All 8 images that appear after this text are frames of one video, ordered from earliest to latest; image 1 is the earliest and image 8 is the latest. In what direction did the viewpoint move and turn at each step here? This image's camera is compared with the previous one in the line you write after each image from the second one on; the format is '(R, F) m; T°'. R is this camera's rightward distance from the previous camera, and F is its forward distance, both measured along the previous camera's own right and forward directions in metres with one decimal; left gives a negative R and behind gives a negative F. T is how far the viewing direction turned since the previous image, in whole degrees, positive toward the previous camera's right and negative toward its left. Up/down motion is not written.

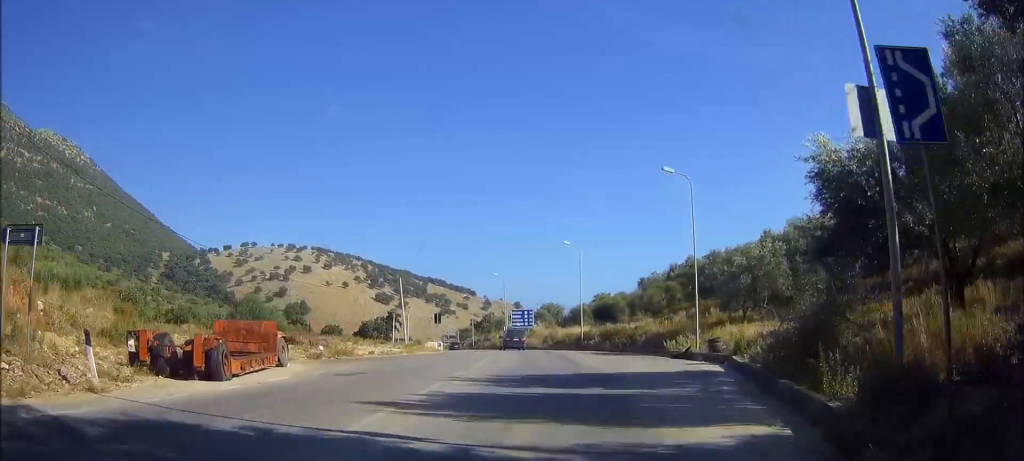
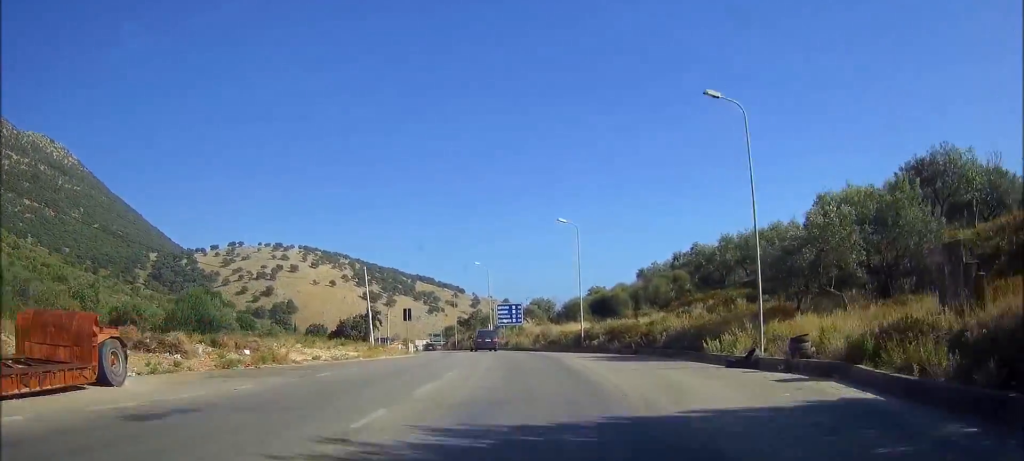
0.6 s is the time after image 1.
(+0.1, +10.1) m; 0°
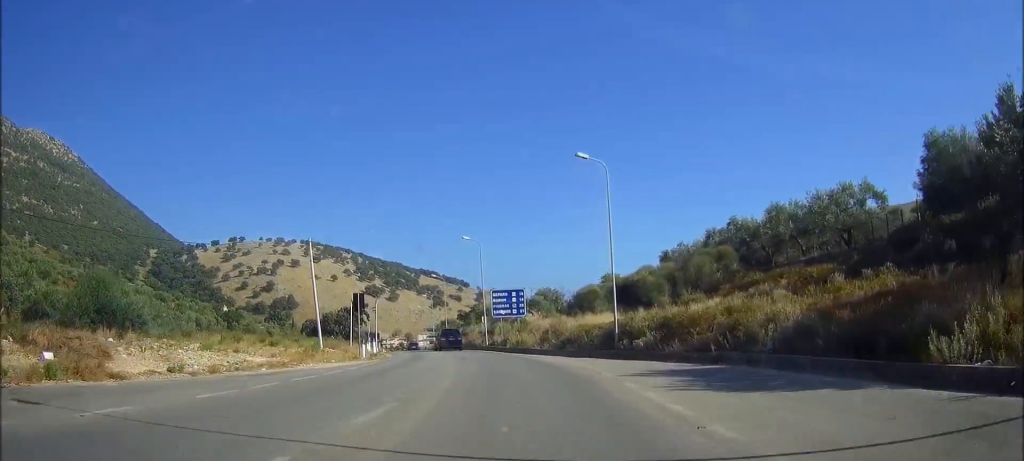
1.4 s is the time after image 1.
(0.0, +15.4) m; -2°
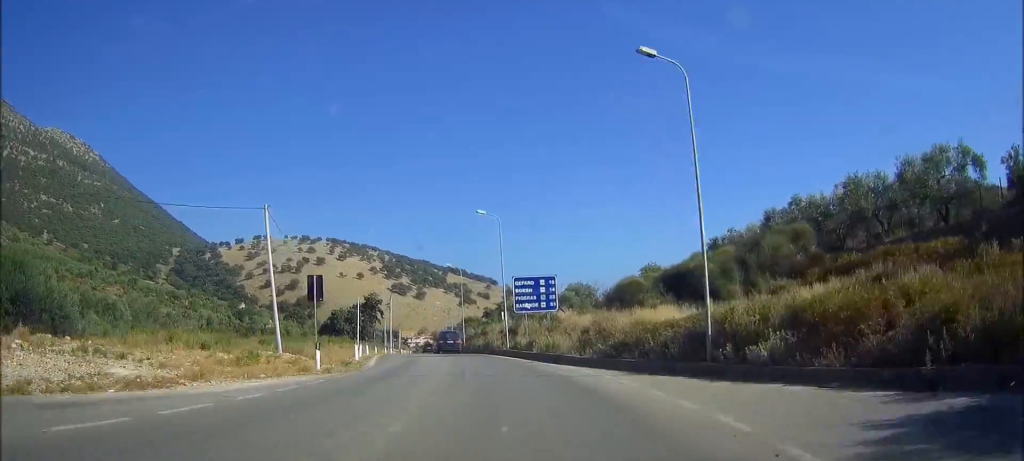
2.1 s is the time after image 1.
(0.0, +11.2) m; -3°
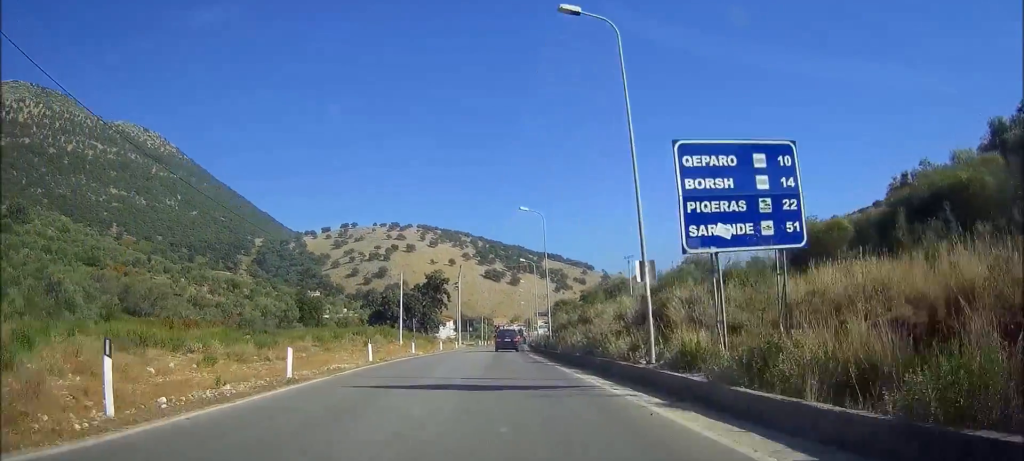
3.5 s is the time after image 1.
(-1.8, +25.9) m; -7°
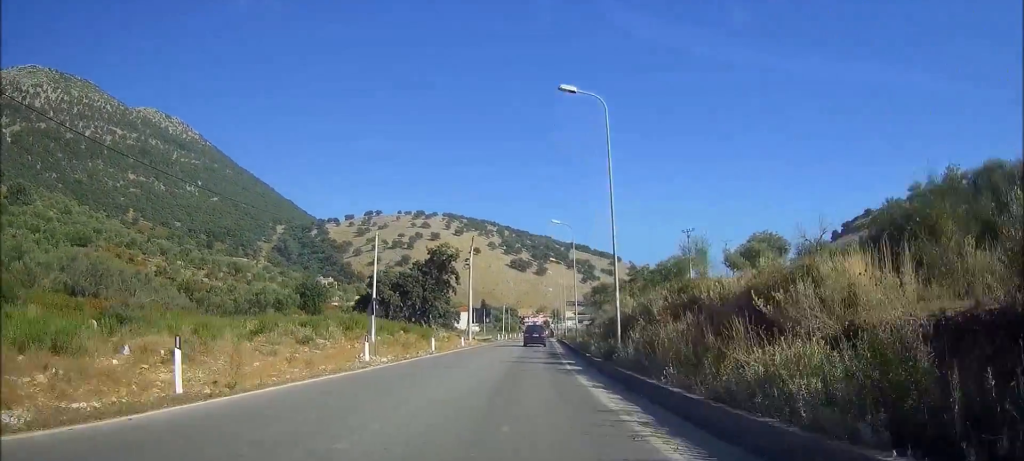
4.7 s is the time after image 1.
(-0.6, +20.1) m; -2°
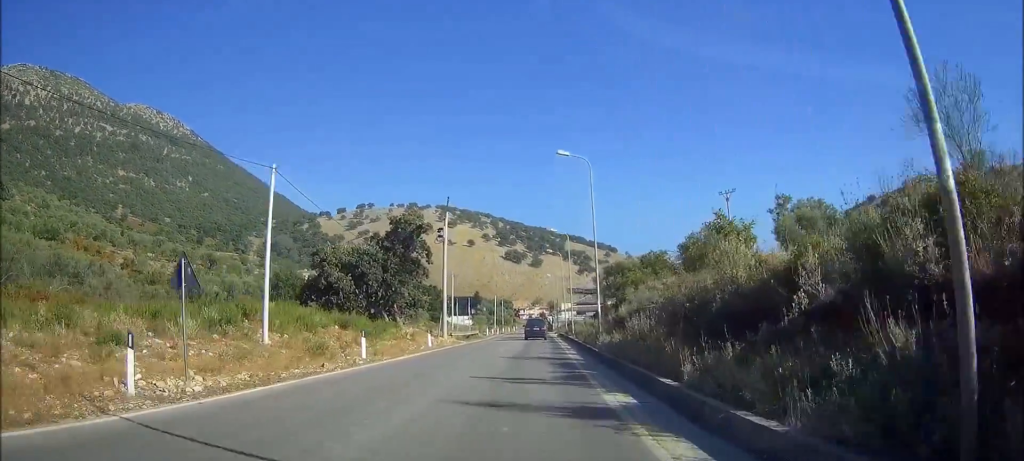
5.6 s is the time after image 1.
(0.0, +16.5) m; 0°
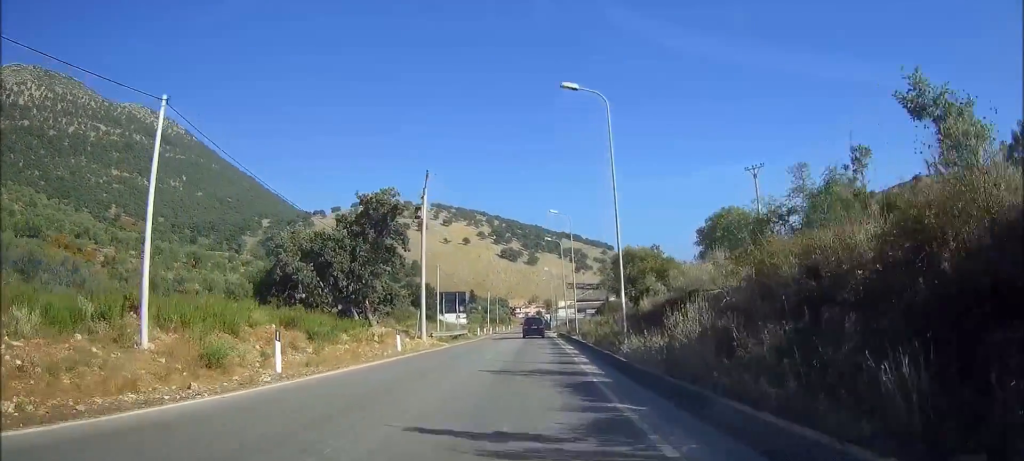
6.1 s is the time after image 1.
(0.0, +8.2) m; 0°
